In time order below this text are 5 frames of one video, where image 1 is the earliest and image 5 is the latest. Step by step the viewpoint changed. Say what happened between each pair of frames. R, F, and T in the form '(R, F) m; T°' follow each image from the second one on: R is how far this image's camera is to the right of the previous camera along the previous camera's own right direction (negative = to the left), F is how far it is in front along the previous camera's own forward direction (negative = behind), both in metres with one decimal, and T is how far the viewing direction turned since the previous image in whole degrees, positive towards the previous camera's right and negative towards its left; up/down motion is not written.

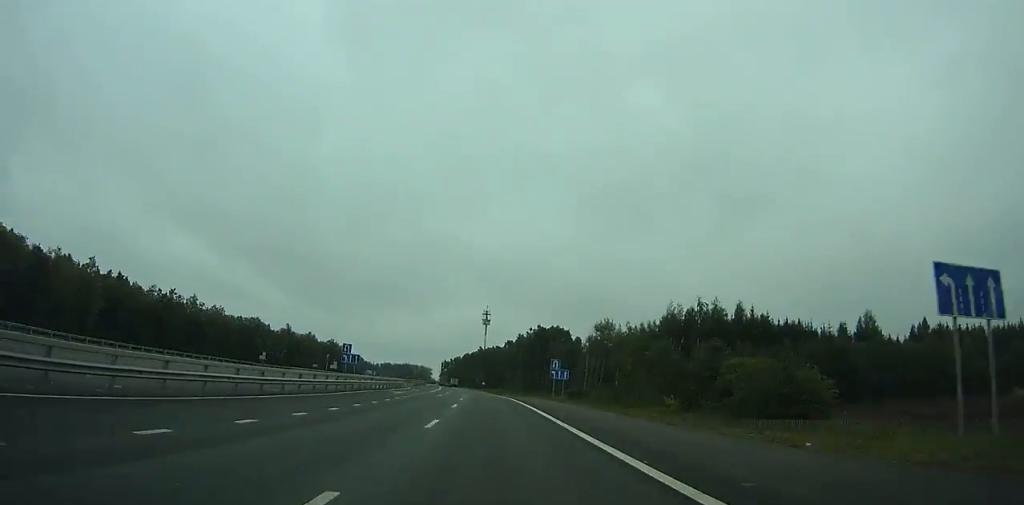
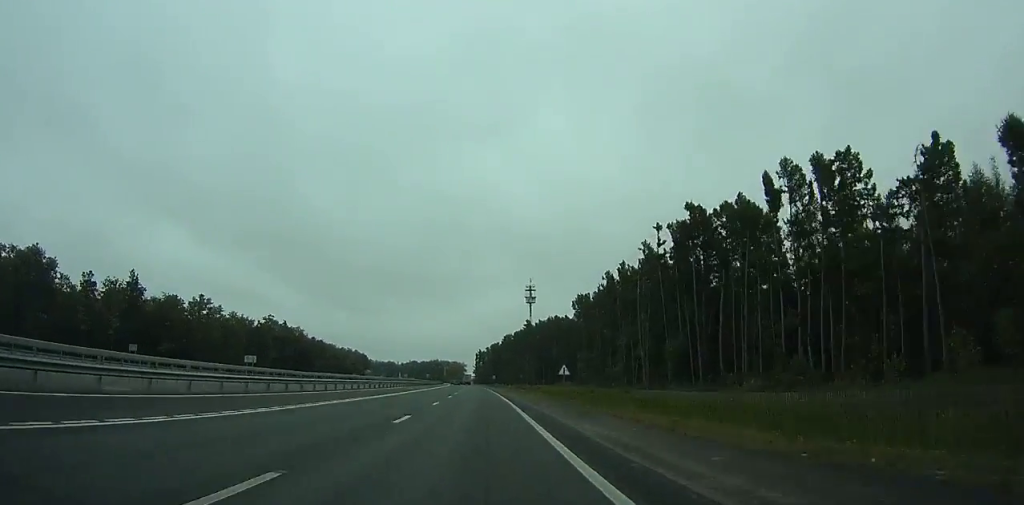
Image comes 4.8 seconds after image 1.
(-4.7, +131.3) m; -4°
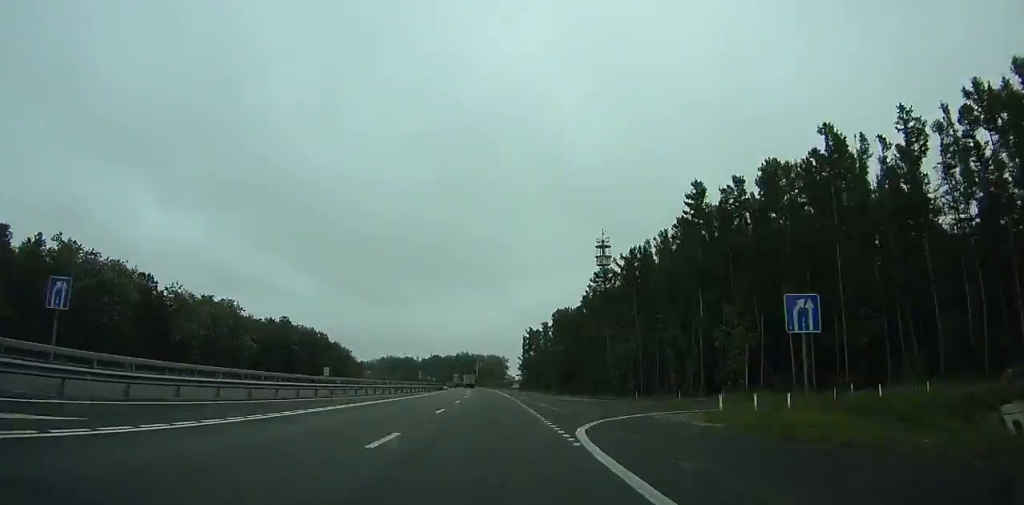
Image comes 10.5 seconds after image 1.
(-5.9, +161.2) m; -4°
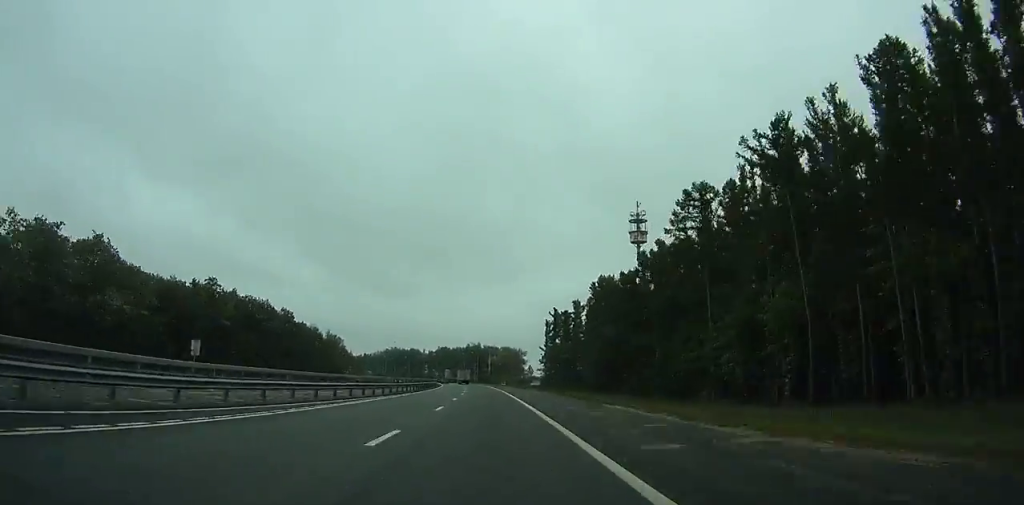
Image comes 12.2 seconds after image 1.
(-0.4, +48.4) m; -1°
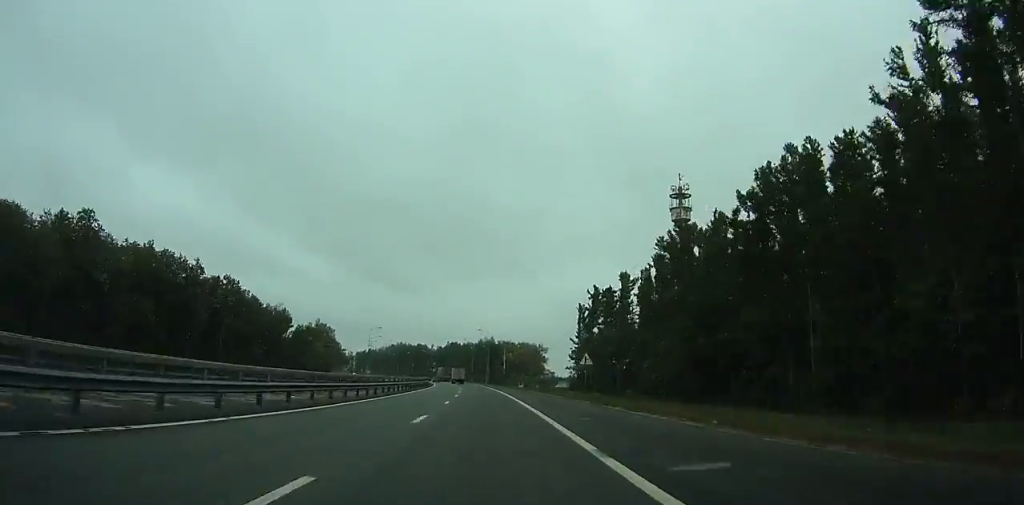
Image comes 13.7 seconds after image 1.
(-0.3, +42.3) m; -2°
